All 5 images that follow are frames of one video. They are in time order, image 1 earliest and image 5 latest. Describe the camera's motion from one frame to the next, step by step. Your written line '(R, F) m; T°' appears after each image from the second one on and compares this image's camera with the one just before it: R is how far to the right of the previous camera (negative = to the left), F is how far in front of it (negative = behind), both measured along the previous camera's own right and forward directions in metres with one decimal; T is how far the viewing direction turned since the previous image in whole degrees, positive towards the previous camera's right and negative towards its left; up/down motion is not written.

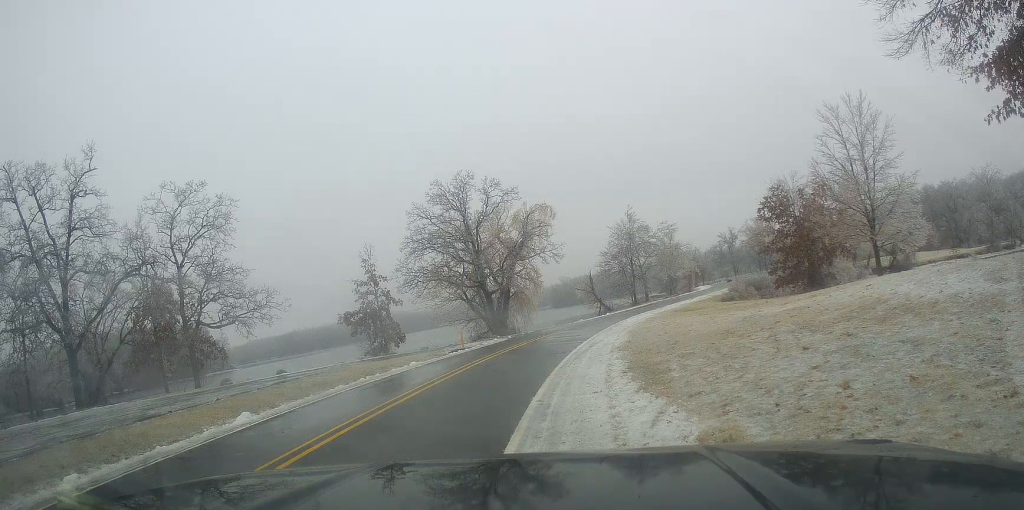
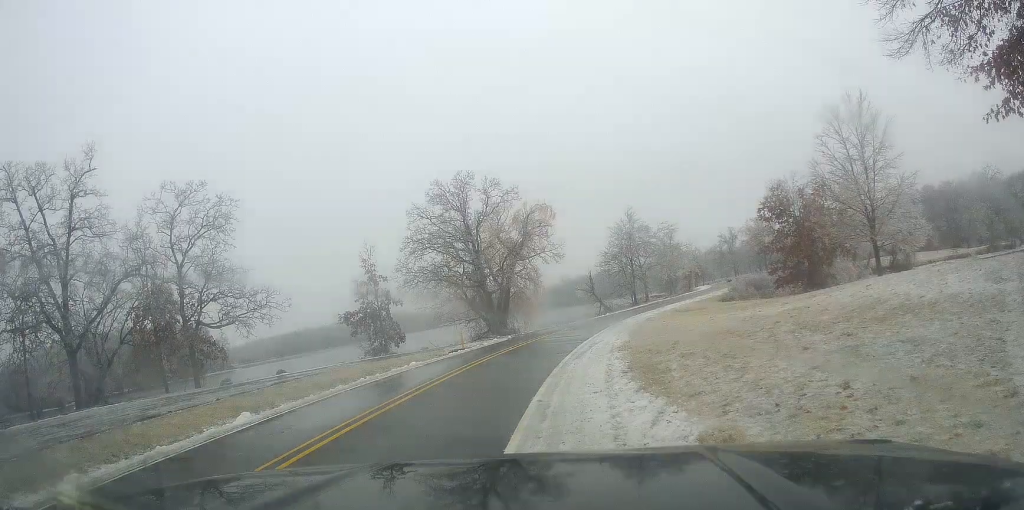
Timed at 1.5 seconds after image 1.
(0.0, 0.0) m; 0°
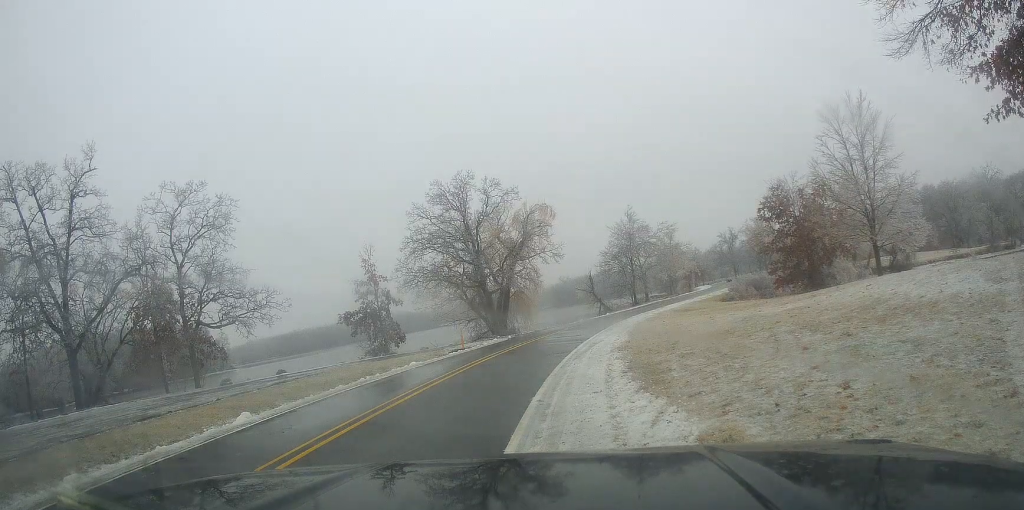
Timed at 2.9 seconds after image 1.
(0.0, 0.0) m; 0°
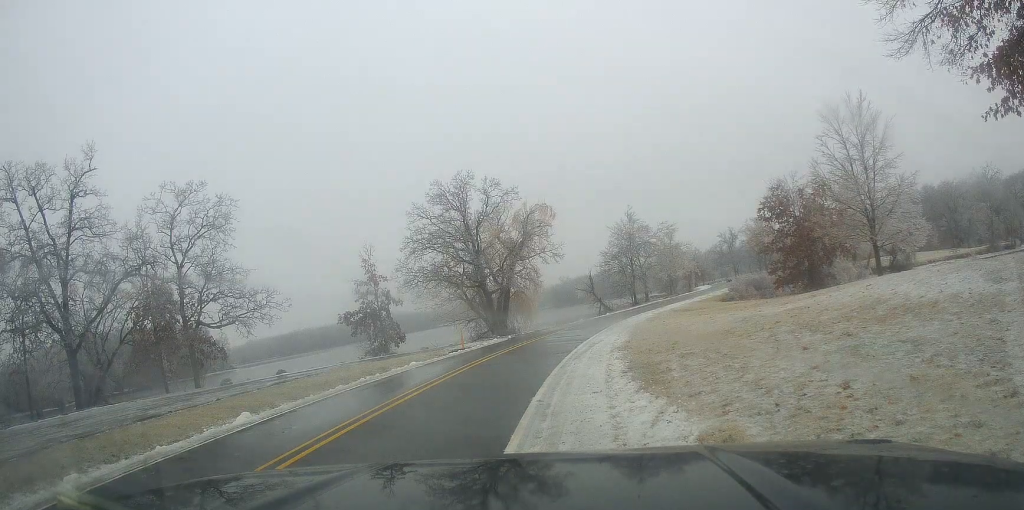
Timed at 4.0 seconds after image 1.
(0.0, 0.0) m; 0°
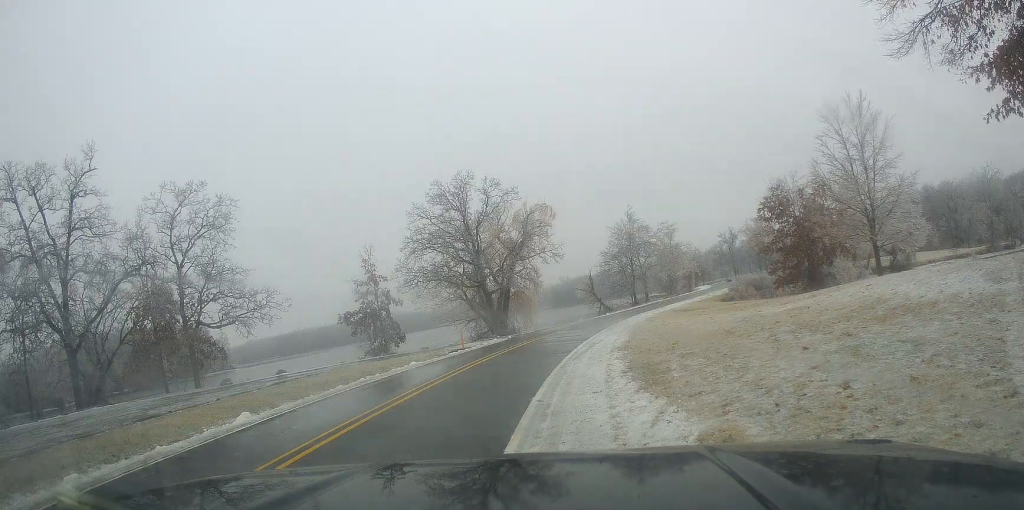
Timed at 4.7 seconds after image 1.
(0.0, 0.0) m; 0°
